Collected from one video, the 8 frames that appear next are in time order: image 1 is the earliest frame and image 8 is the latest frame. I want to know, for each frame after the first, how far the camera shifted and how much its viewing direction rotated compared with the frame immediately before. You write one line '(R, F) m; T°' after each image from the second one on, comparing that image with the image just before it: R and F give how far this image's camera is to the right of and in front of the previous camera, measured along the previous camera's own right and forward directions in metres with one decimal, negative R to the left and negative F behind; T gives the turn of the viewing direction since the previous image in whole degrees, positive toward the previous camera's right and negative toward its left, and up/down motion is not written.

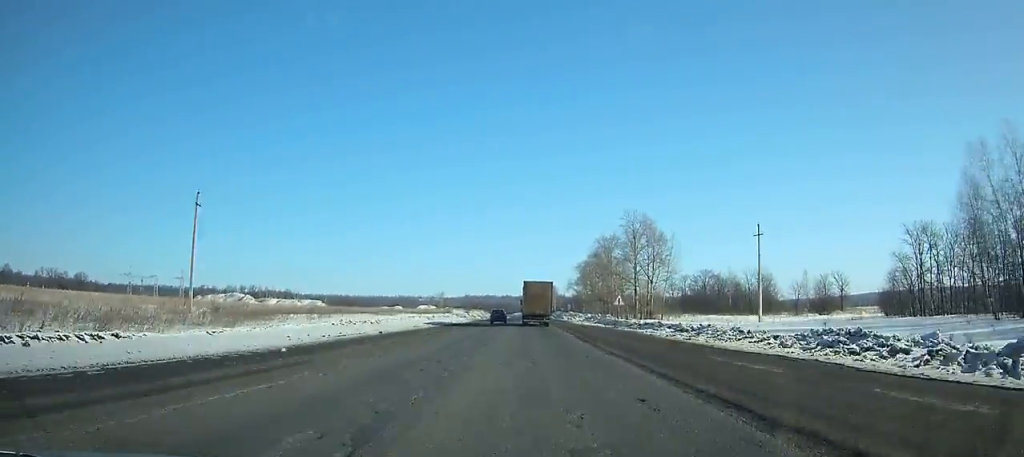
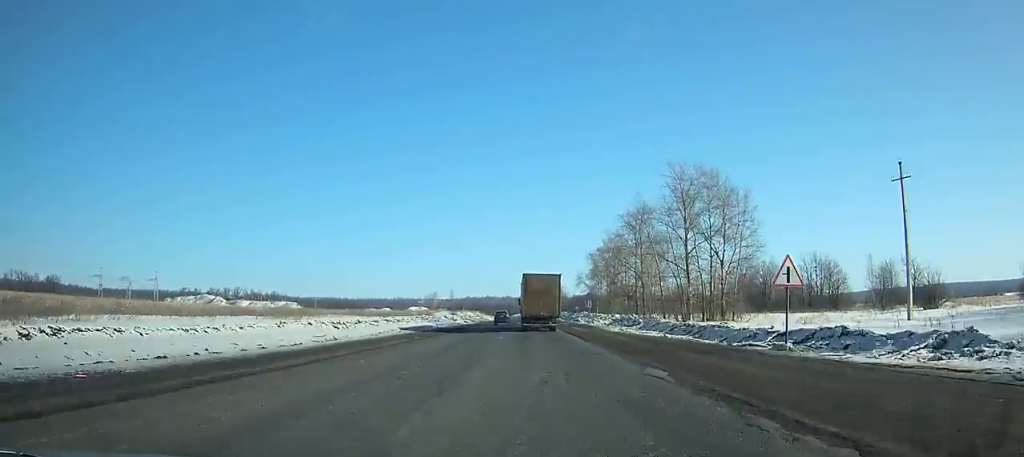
(+0.1, +32.6) m; 0°
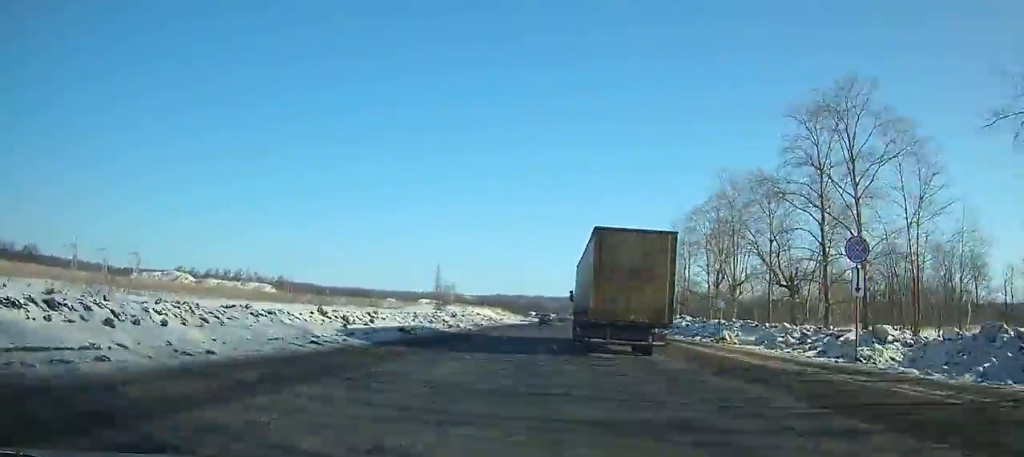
(-0.5, +57.8) m; -1°
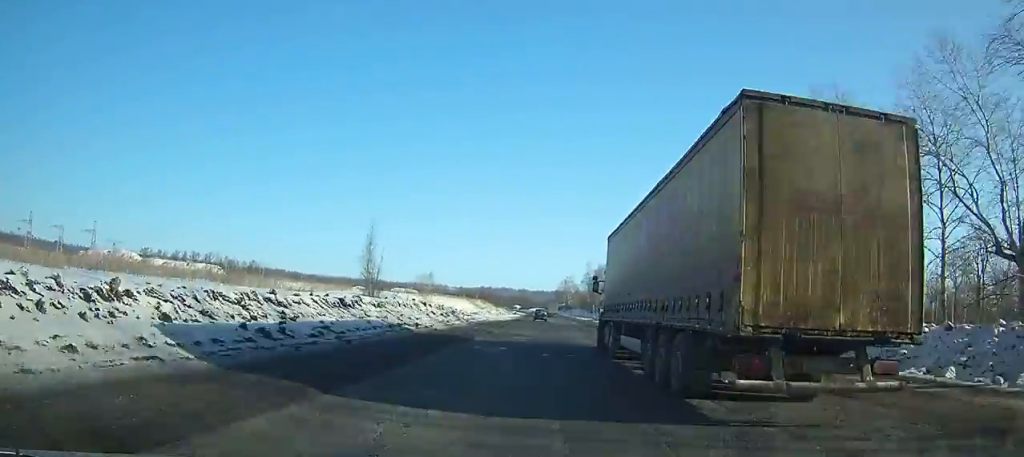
(-0.4, +26.9) m; 0°
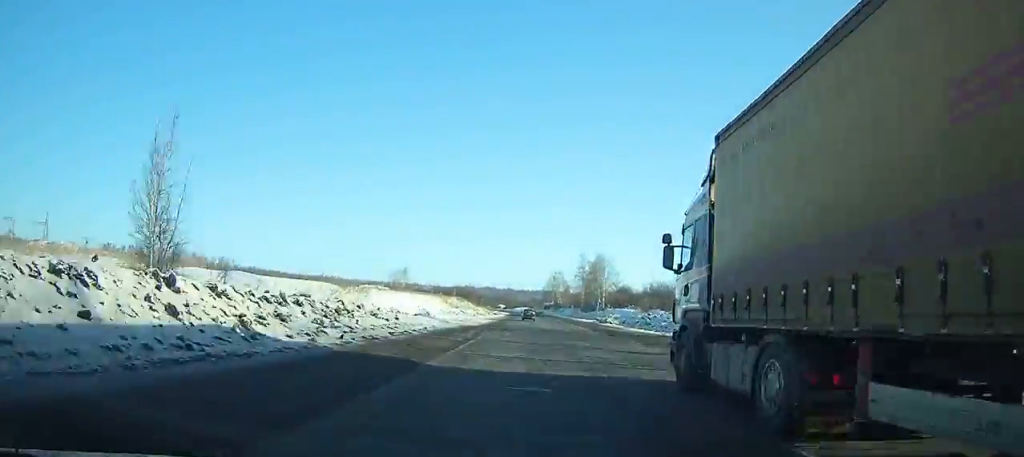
(-0.3, +27.1) m; 0°
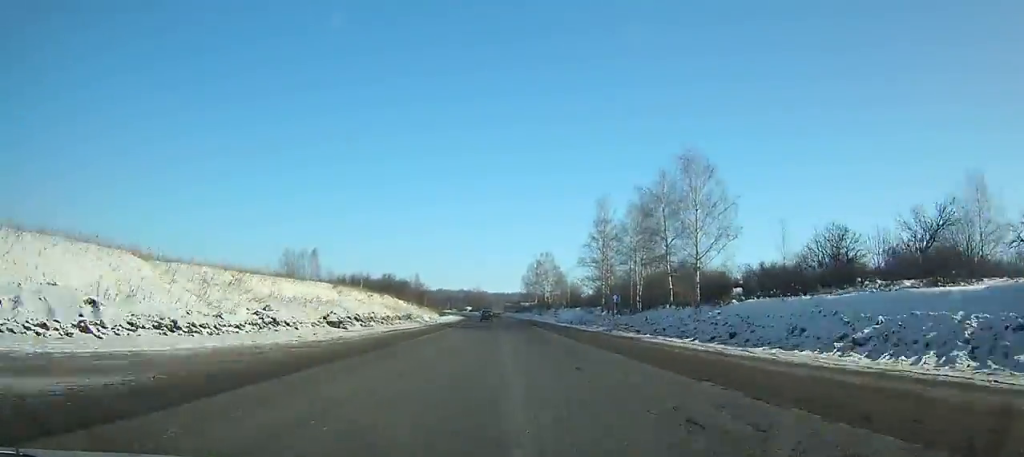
(+2.6, +84.9) m; +2°
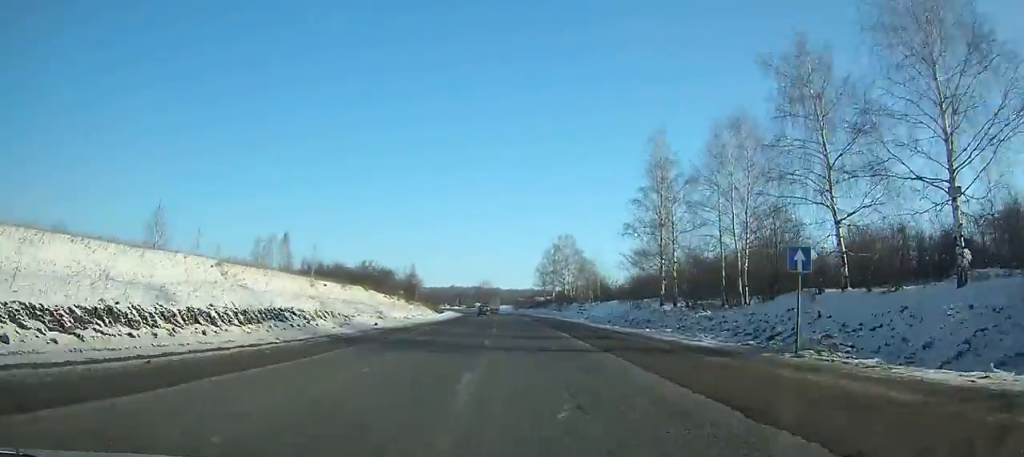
(+0.5, +28.9) m; 0°
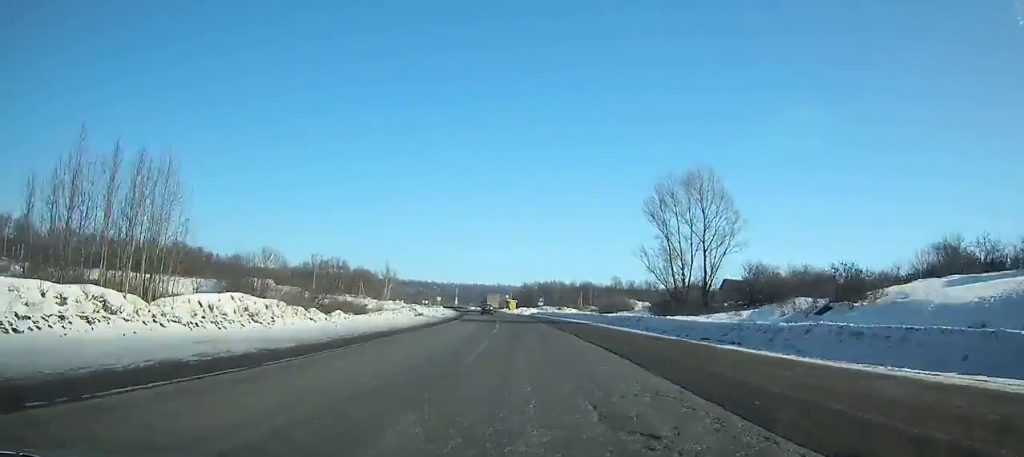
(-19.6, +207.6) m; -12°
